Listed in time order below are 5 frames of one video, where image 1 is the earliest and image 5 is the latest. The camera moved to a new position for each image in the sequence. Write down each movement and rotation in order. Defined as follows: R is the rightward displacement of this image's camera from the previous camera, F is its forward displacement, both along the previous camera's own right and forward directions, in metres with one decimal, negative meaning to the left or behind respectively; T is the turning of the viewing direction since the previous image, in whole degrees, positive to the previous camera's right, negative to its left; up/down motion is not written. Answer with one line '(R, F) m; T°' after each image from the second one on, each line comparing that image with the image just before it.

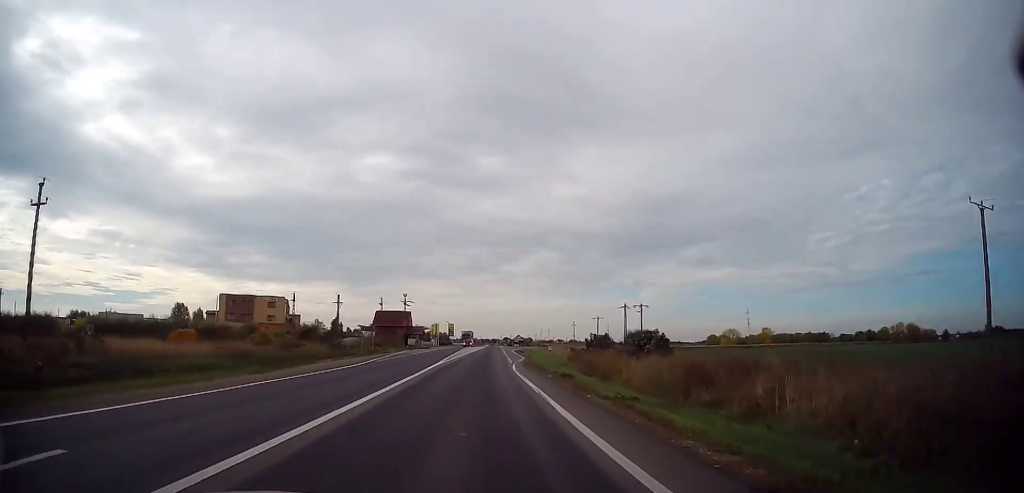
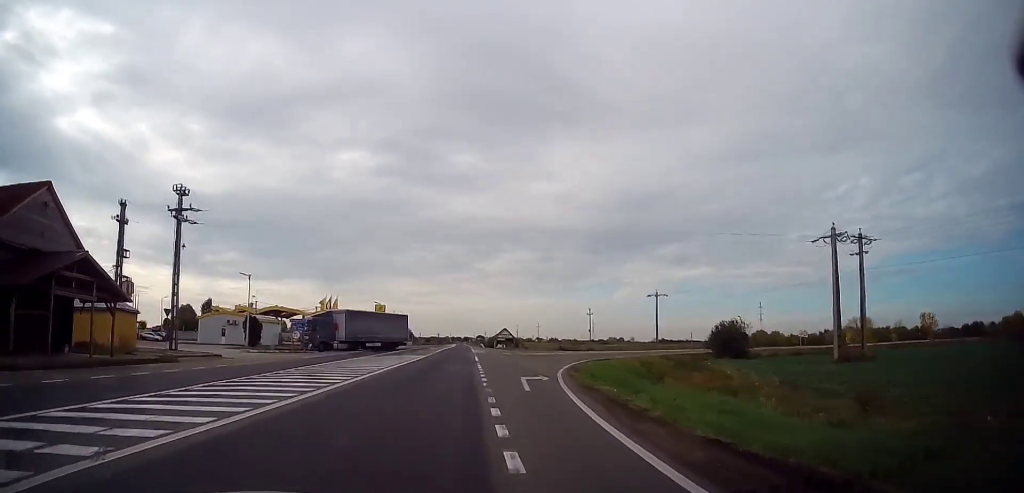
(+1.4, +77.4) m; +3°
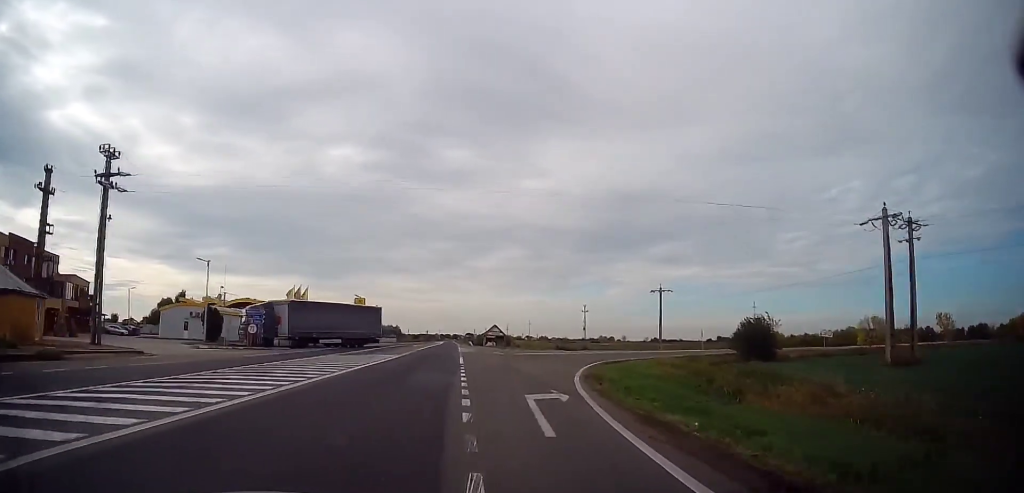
(-0.4, +7.3) m; +1°
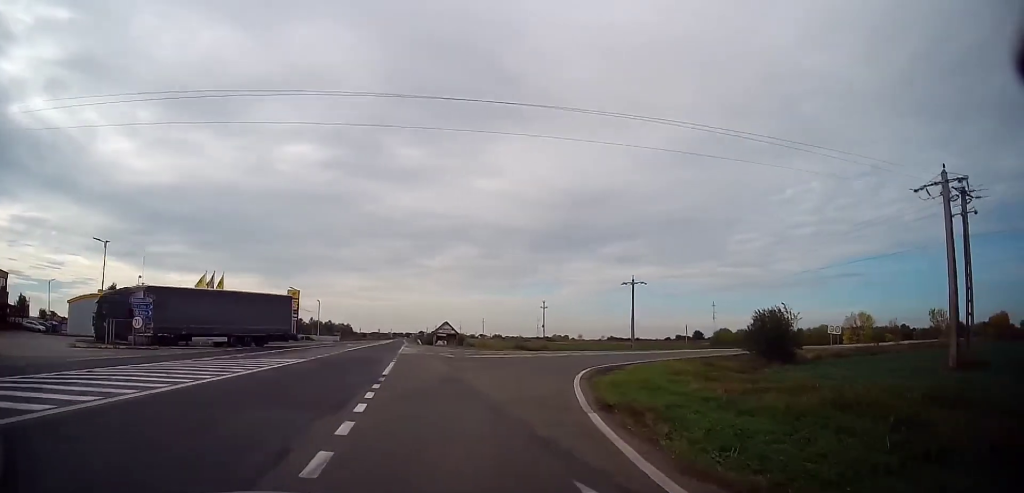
(+0.6, +9.4) m; +4°
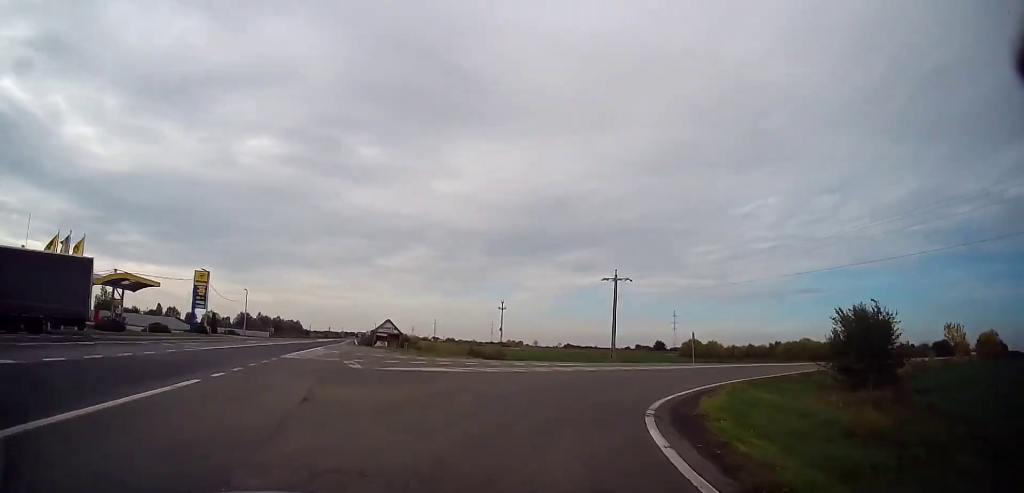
(+0.7, +13.9) m; +10°
